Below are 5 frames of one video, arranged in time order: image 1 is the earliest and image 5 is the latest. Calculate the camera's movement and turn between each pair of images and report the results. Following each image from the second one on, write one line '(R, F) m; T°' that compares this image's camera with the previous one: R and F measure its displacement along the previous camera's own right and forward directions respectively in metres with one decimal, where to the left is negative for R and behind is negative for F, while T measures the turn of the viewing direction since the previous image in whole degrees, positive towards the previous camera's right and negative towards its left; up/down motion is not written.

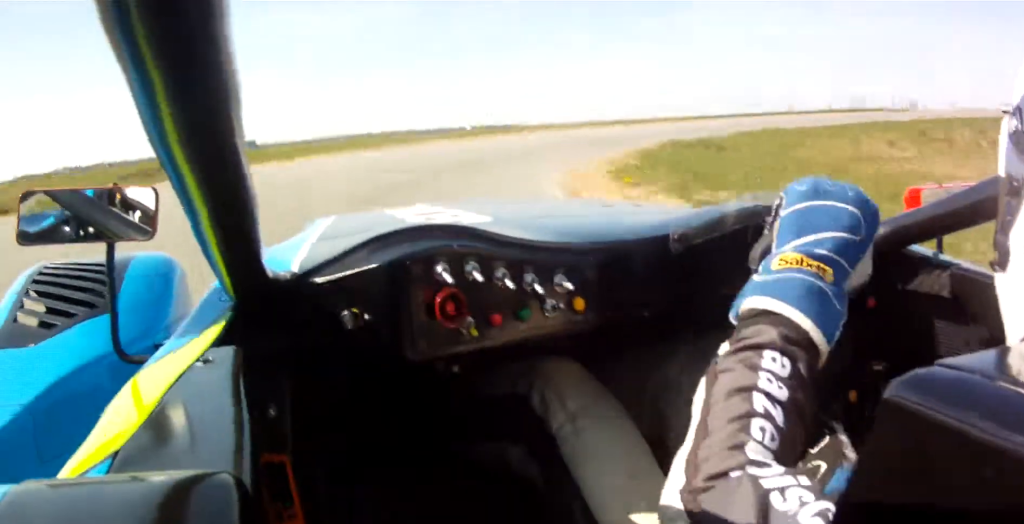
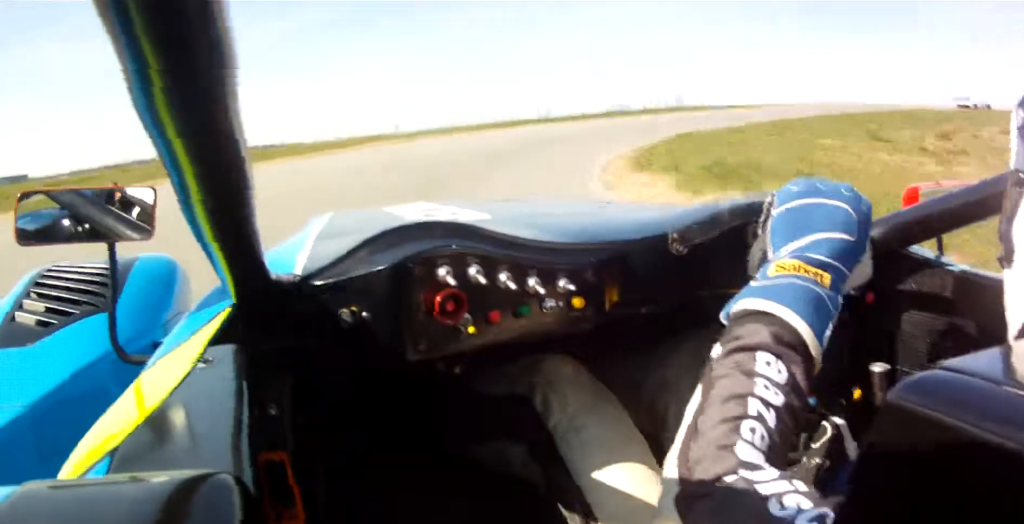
(+0.6, +12.7) m; +25°
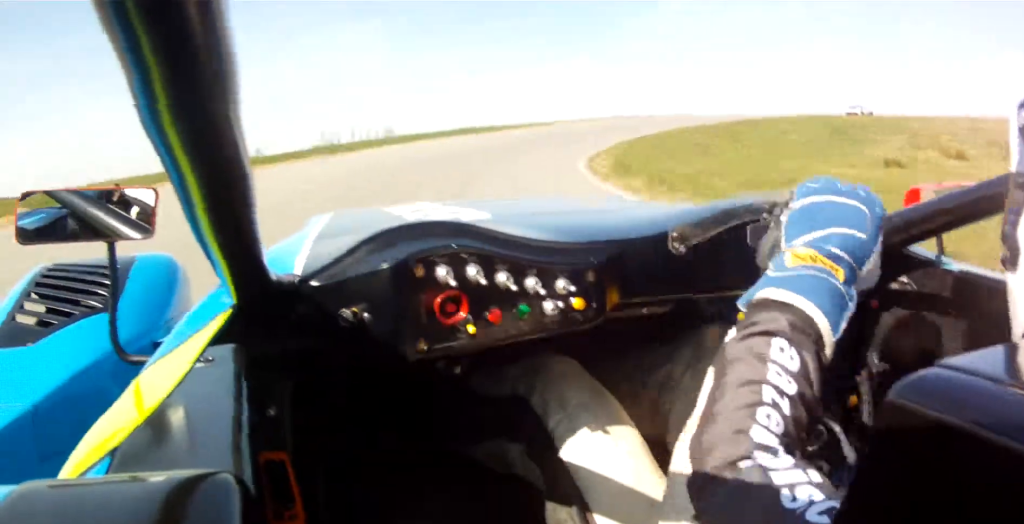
(+5.4, +13.8) m; +20°
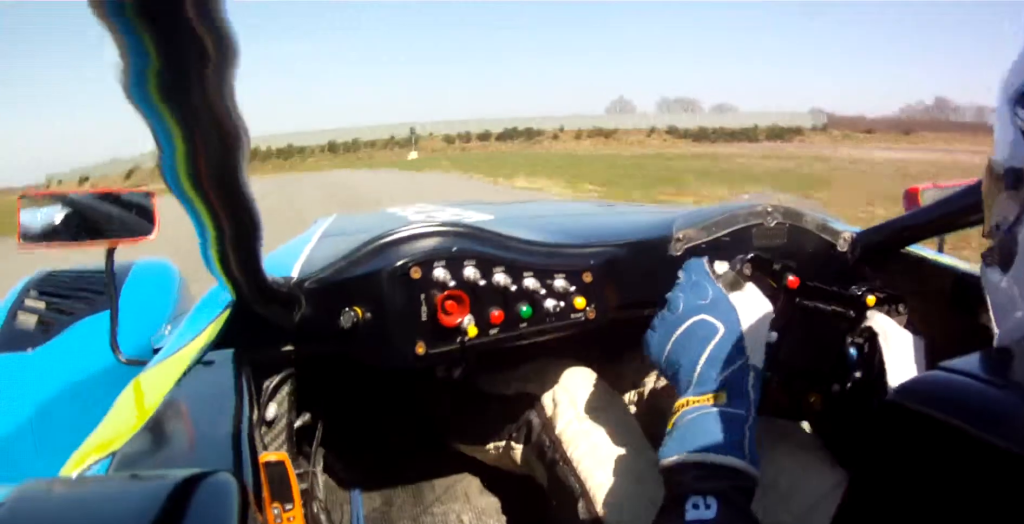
(+75.2, +101.9) m; +55°
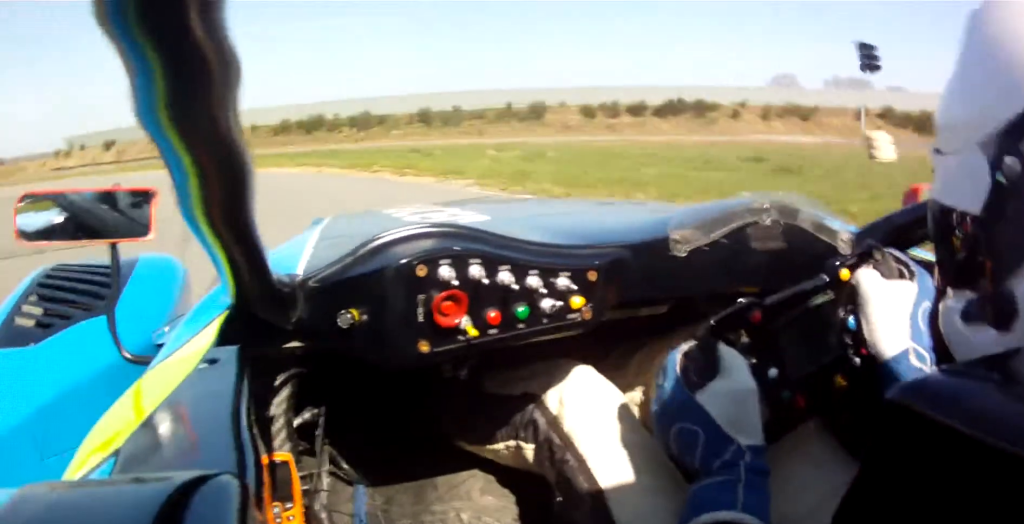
(+4.9, +63.2) m; -1°
